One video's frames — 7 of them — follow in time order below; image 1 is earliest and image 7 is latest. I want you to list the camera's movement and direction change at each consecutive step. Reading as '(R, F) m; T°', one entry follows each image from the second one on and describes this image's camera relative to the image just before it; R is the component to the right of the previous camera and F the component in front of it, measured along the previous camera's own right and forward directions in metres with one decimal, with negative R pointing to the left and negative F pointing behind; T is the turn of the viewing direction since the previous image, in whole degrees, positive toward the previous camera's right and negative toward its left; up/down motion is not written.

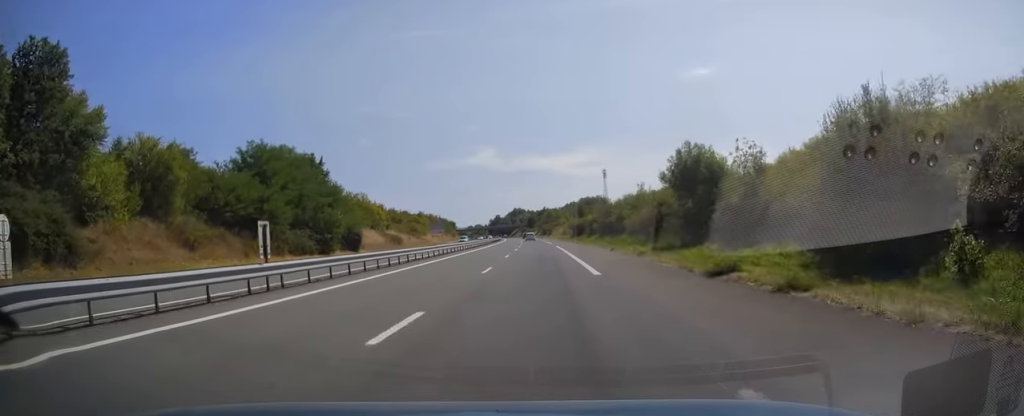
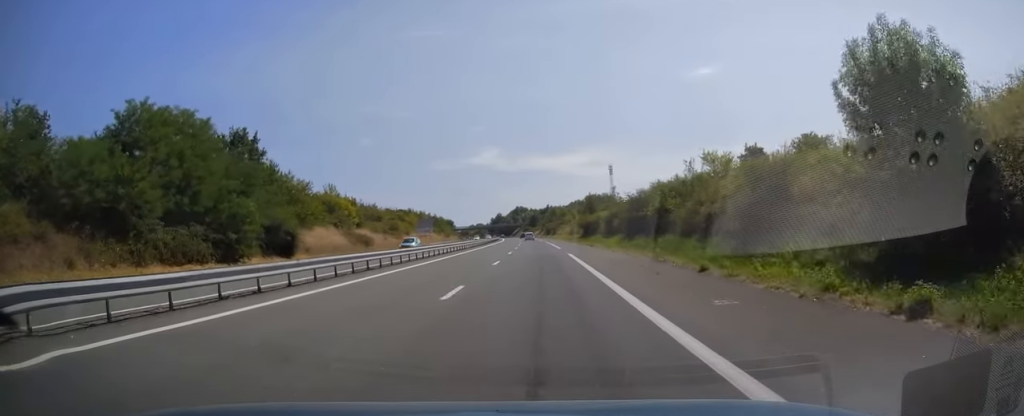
(-0.1, +18.3) m; -1°
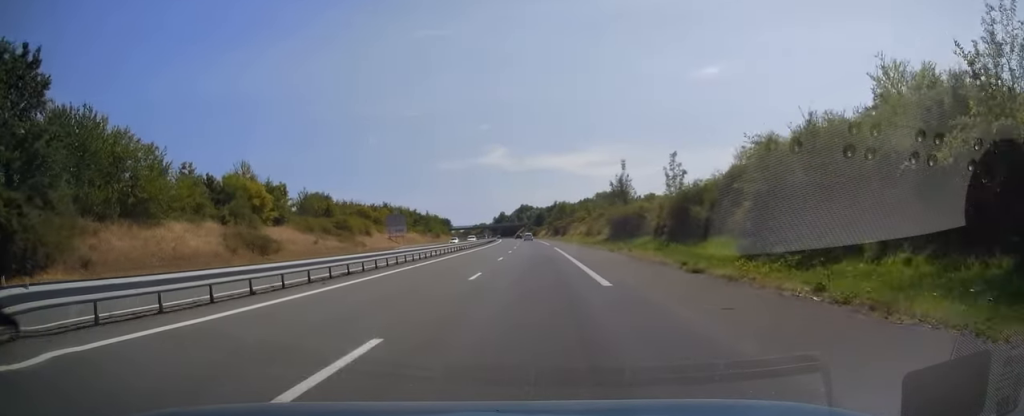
(0.0, +29.4) m; 0°
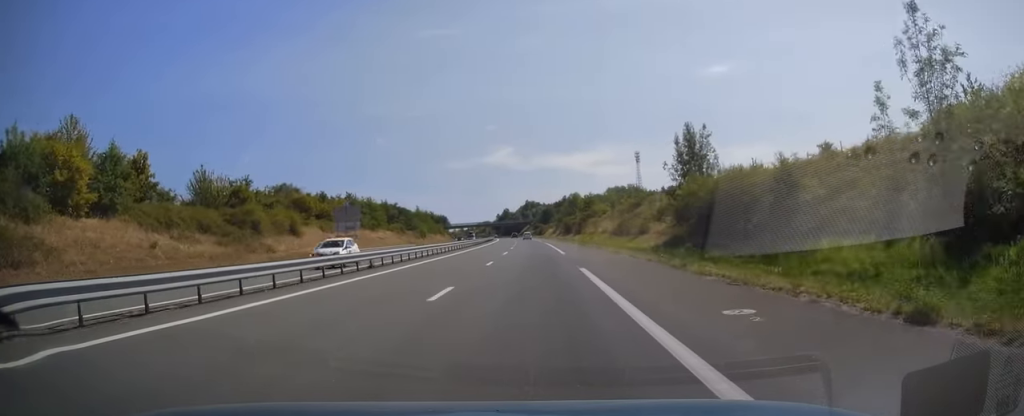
(0.0, +29.6) m; -1°
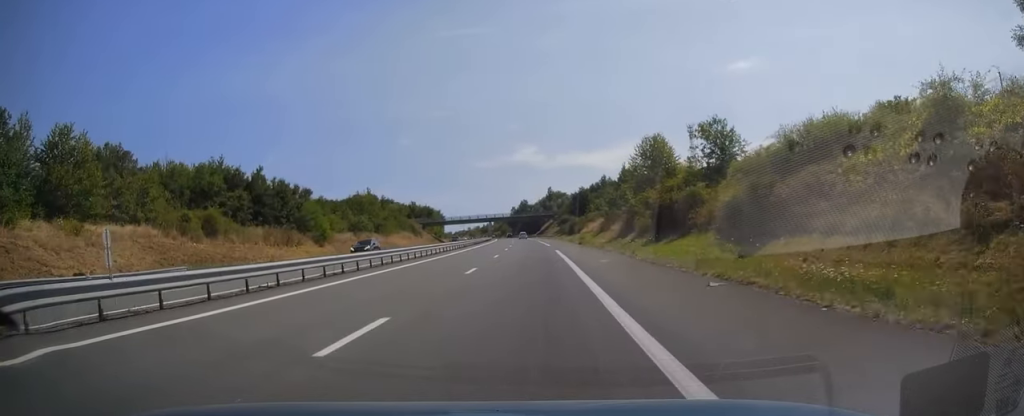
(-2.3, +82.6) m; -2°
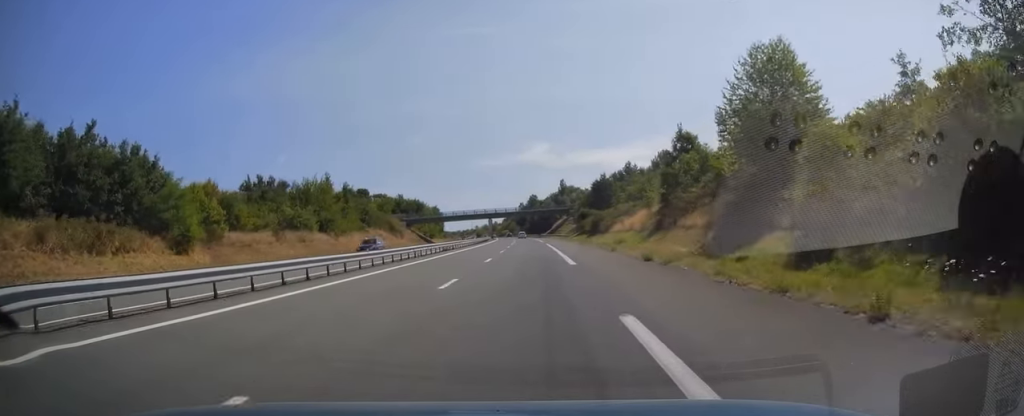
(-0.2, +31.7) m; -1°
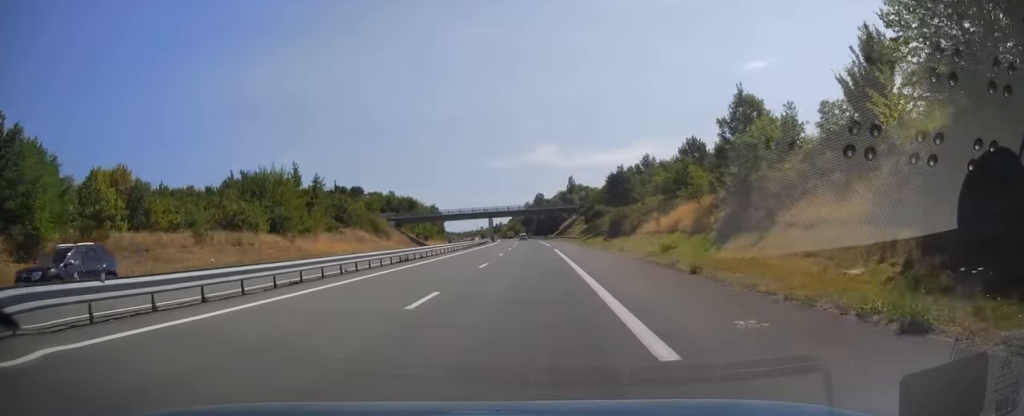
(-0.2, +16.7) m; -1°
